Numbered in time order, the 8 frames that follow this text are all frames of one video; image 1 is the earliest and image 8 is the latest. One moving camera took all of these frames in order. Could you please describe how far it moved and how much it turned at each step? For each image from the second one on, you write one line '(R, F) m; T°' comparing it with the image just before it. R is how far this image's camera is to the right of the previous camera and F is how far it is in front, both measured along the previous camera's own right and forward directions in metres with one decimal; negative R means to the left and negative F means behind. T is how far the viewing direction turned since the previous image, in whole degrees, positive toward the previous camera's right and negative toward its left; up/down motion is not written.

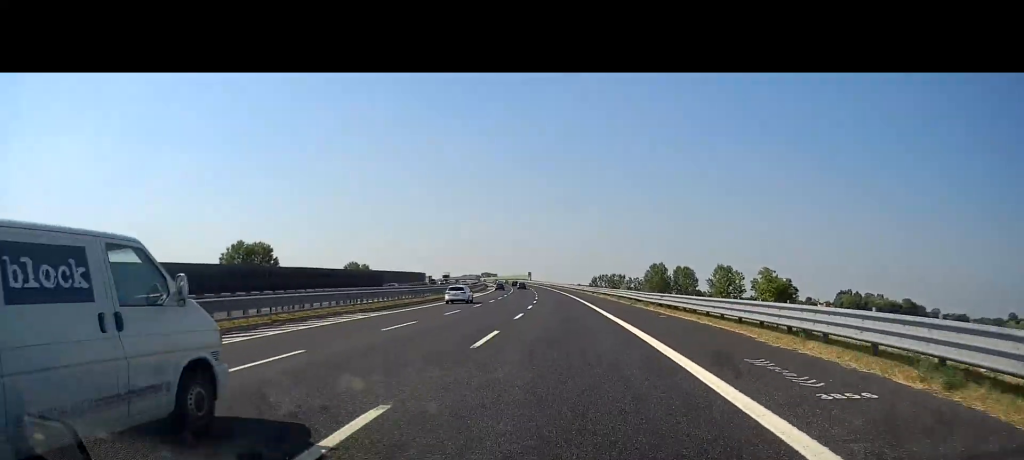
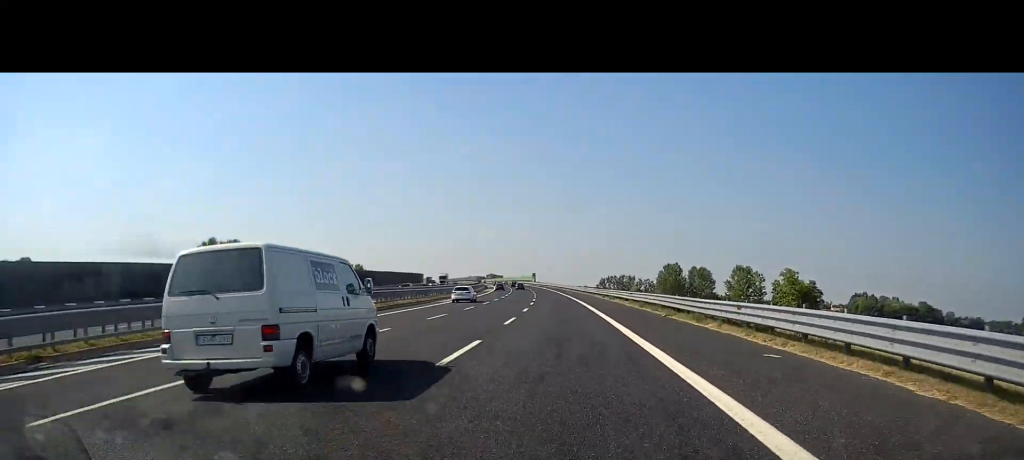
(-0.1, +14.9) m; 0°
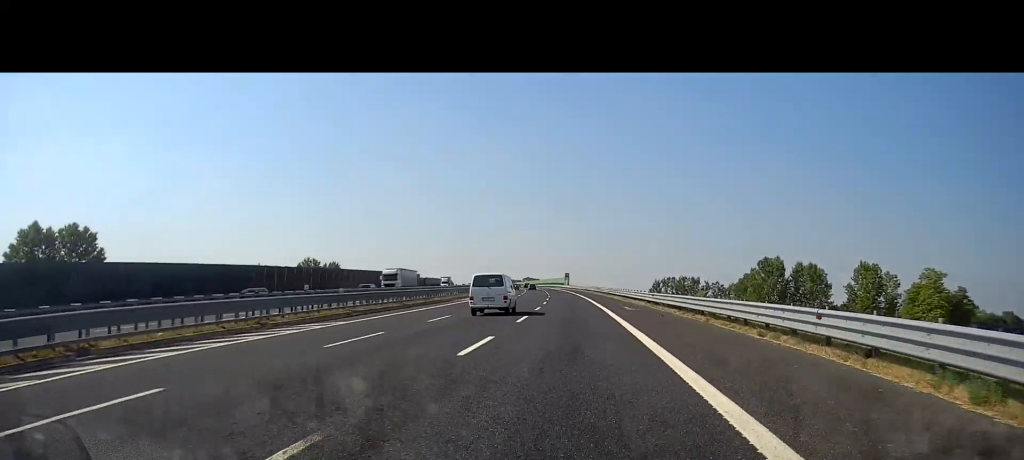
(-1.1, +59.3) m; -3°
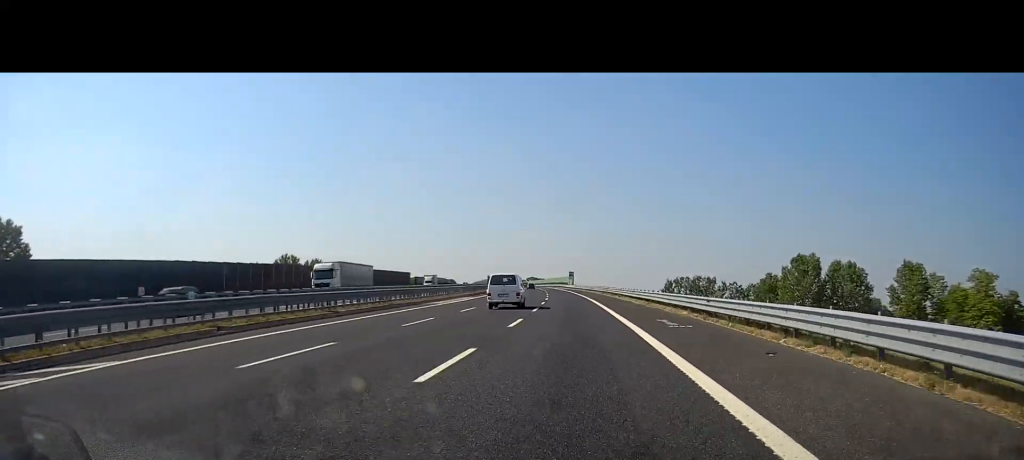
(-0.2, +15.7) m; -1°
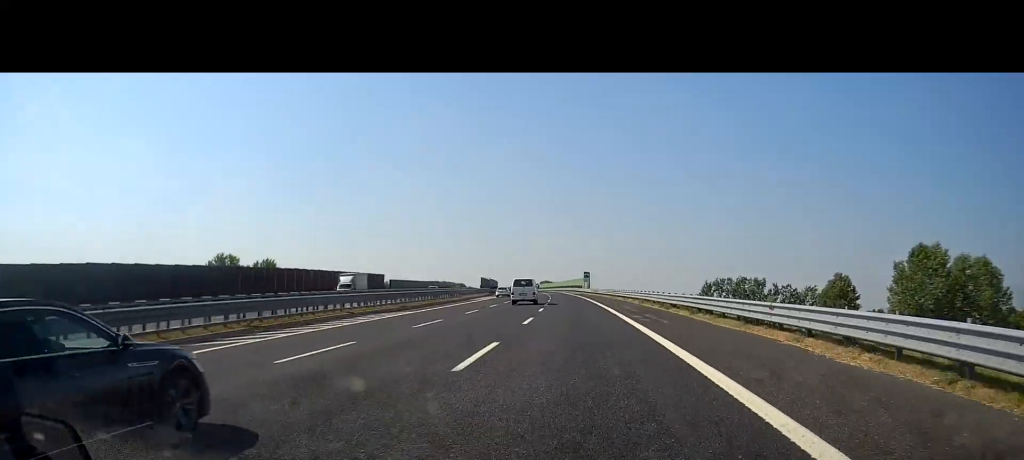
(-0.4, +34.1) m; -1°
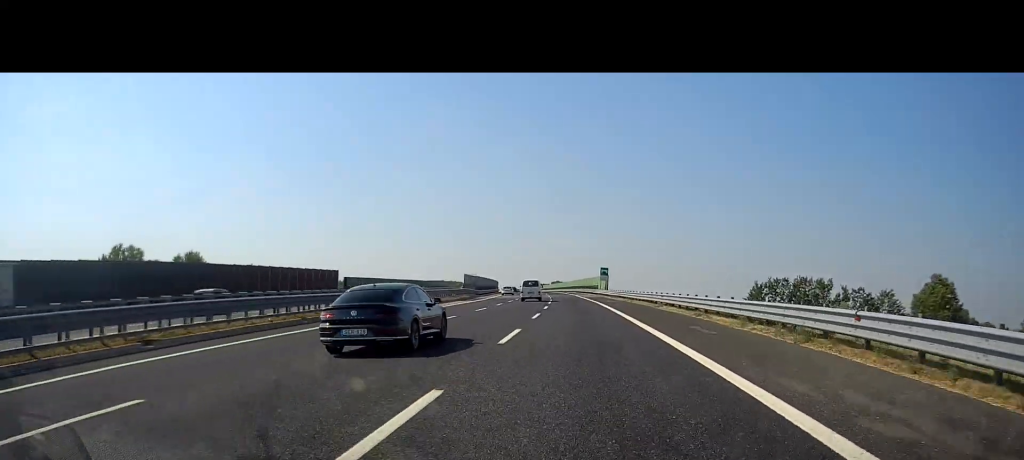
(-0.3, +31.5) m; -1°
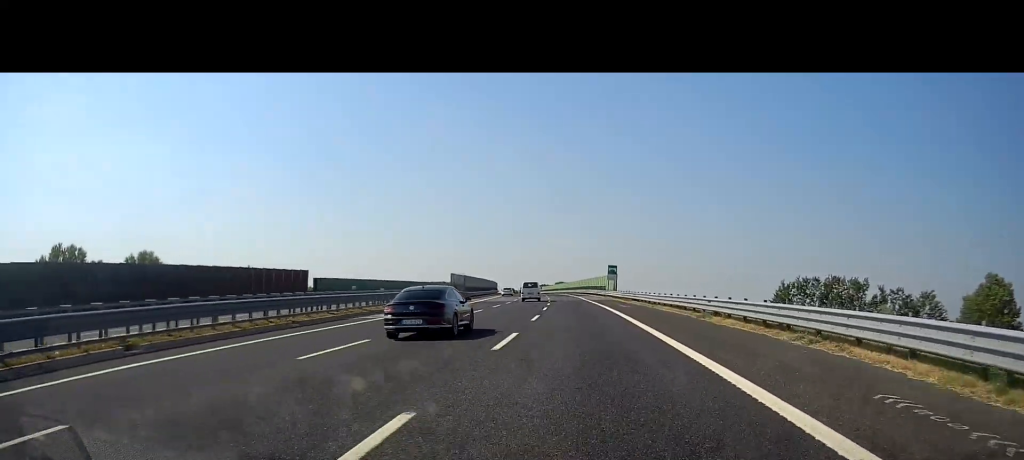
(0.0, +13.1) m; 0°
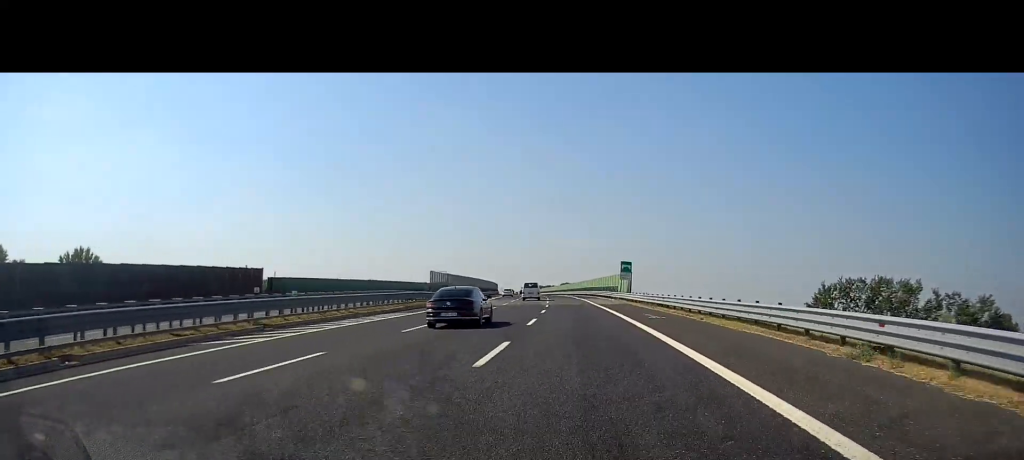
(0.0, +14.9) m; 0°
